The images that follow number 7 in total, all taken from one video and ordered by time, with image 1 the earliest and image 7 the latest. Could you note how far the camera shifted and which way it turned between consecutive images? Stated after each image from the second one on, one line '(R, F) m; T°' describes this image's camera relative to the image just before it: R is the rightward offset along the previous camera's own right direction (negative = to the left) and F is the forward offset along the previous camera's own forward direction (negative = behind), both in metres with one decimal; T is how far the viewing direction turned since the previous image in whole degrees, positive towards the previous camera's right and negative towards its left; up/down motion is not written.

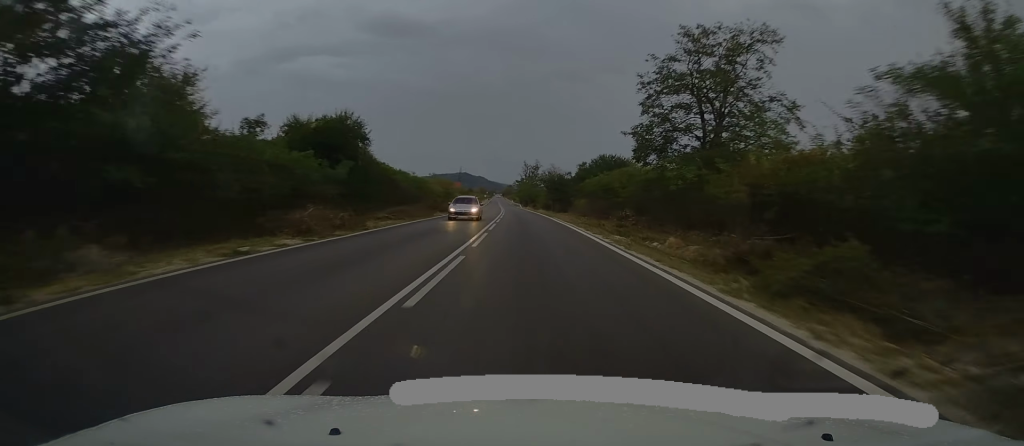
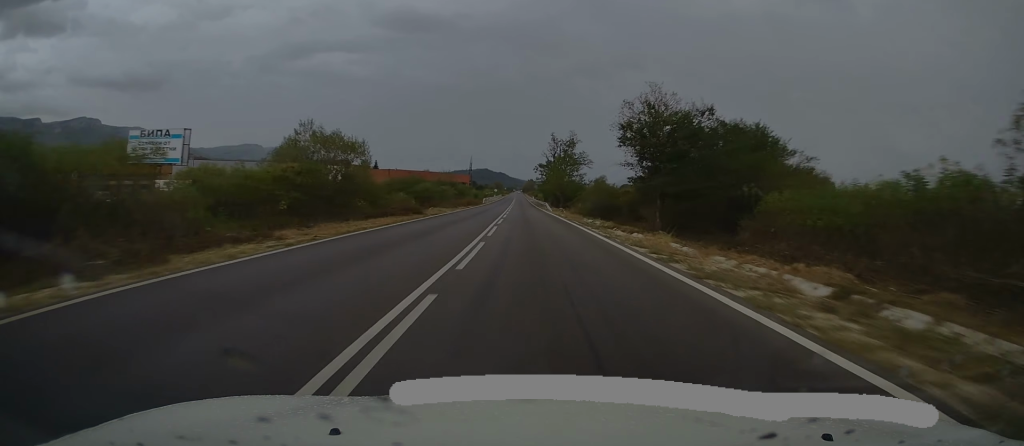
(-1.4, +66.2) m; -3°
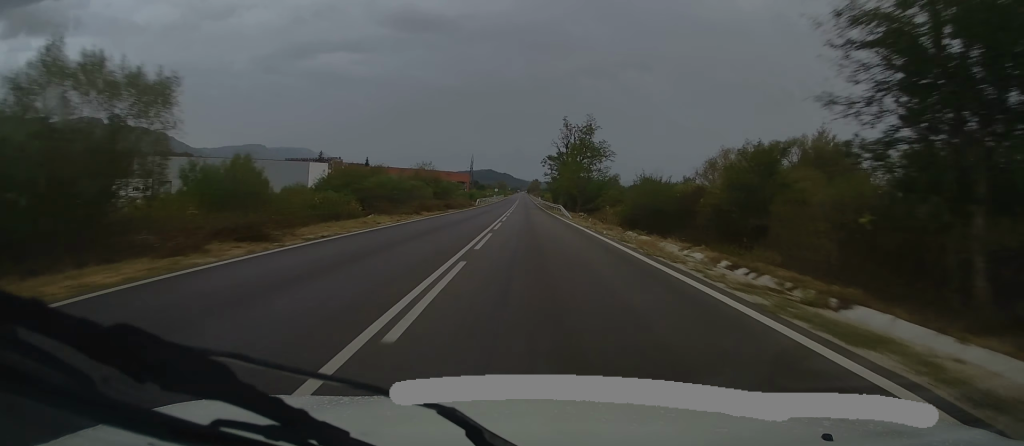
(-0.3, +22.6) m; -1°
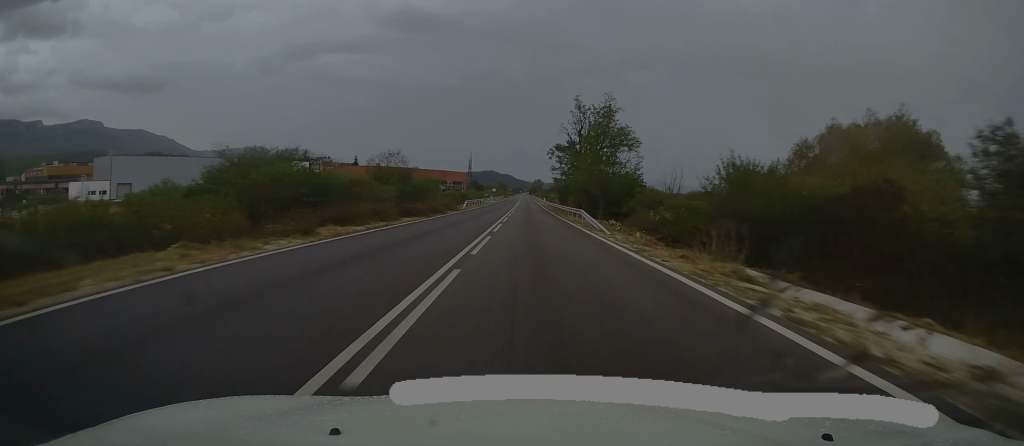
(+0.1, +18.5) m; +1°
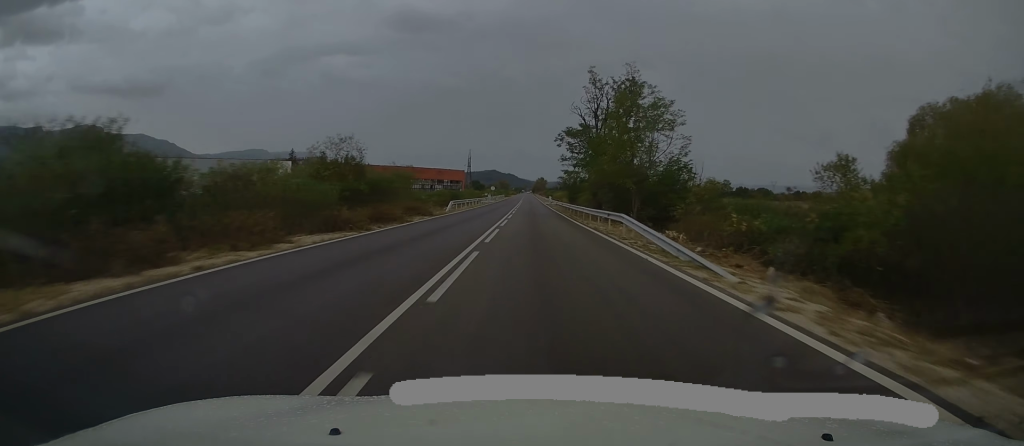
(+0.1, +14.5) m; 0°
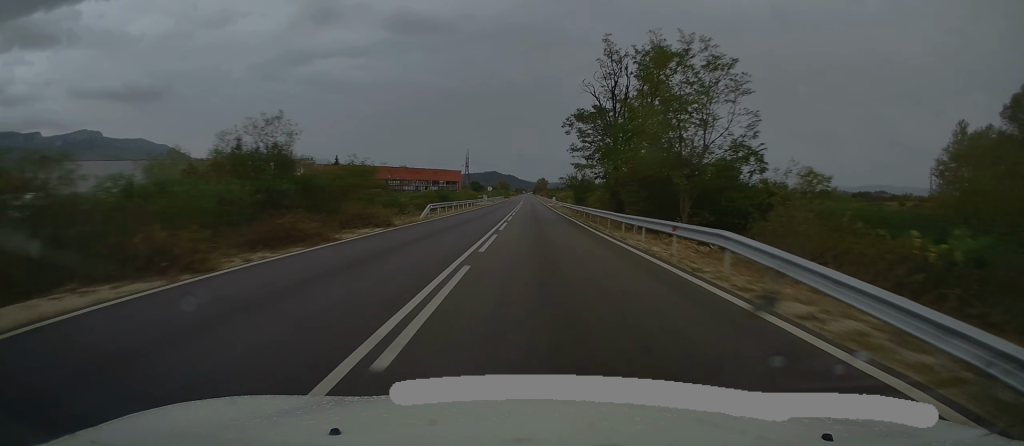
(+0.1, +11.3) m; 0°
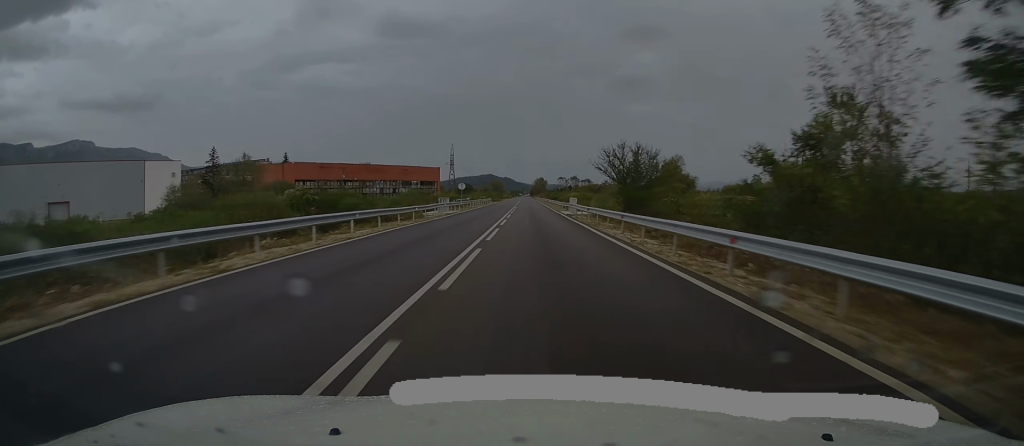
(-0.4, +40.0) m; -1°
